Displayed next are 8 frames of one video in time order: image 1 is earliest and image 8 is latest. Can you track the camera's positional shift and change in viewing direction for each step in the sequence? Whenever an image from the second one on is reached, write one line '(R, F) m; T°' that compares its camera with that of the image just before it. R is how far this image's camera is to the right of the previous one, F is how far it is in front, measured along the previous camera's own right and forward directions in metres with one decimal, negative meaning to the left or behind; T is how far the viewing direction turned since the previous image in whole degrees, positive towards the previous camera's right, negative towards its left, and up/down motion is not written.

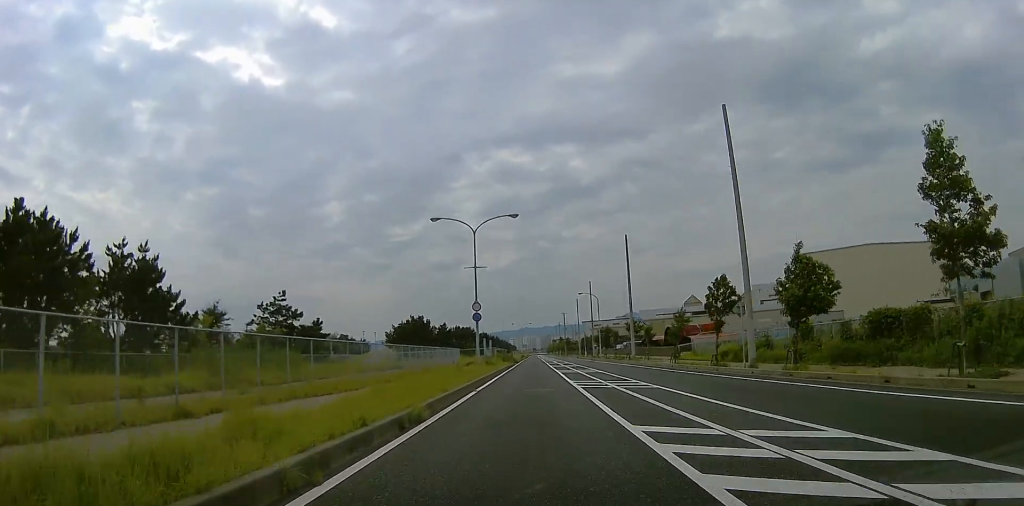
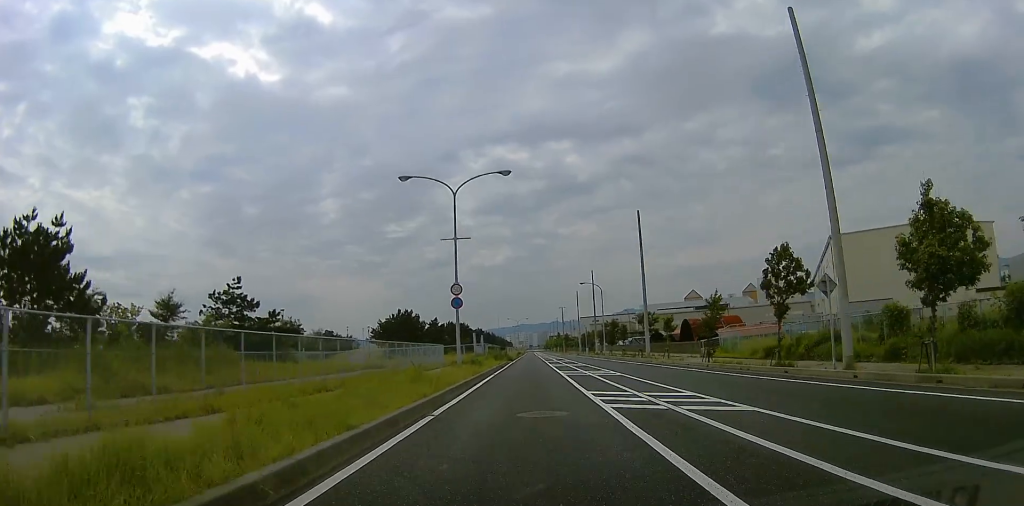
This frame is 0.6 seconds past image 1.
(+0.1, +8.7) m; -5°
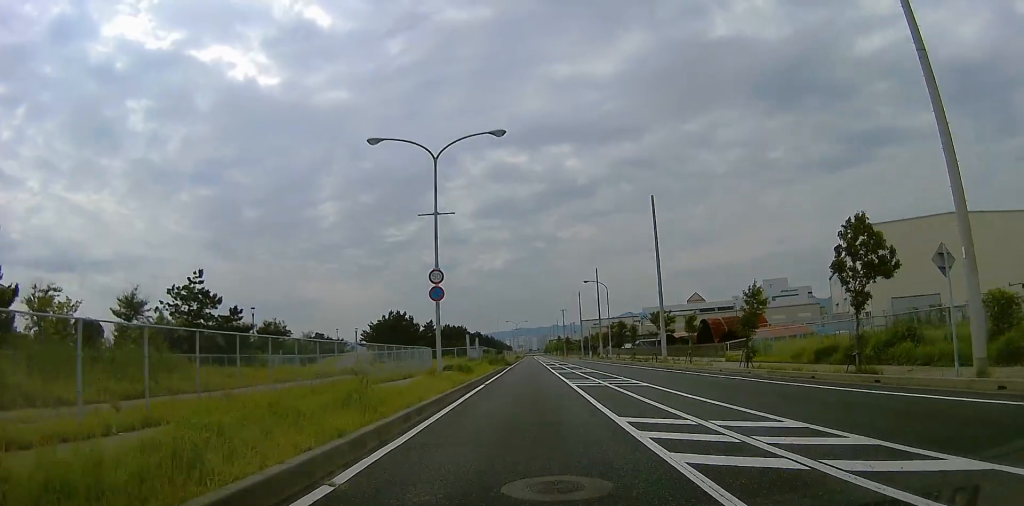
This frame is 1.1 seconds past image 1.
(+0.1, +6.1) m; -3°
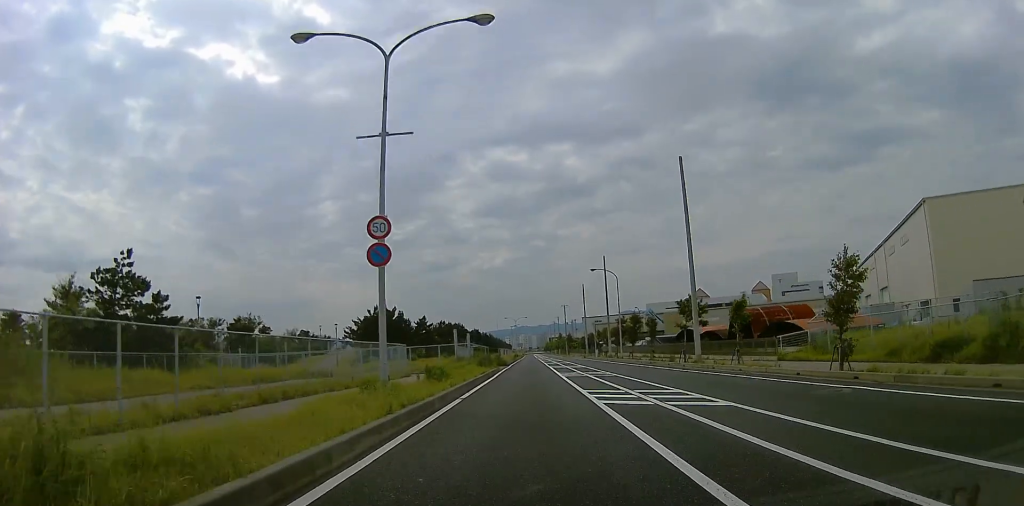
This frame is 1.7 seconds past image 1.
(-1.2, +8.7) m; 0°
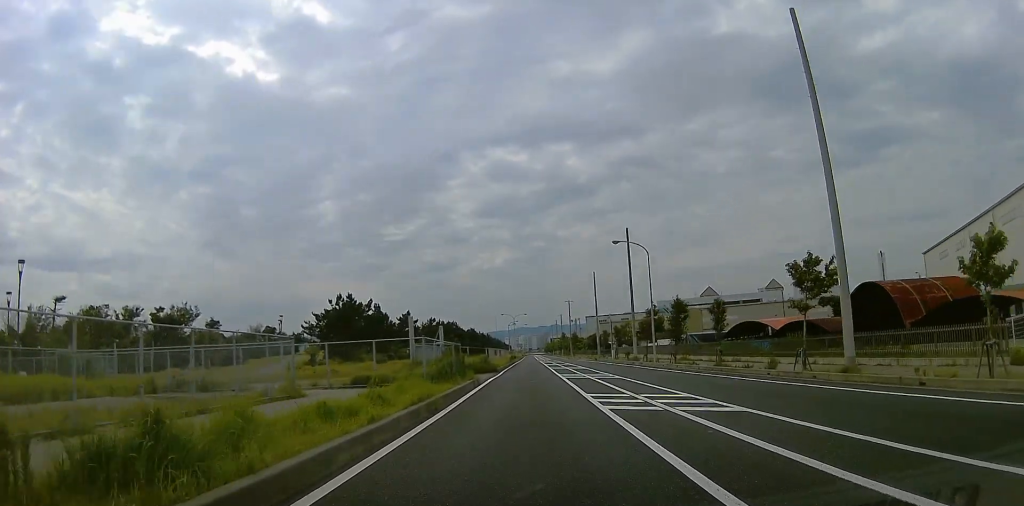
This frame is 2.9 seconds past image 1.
(+1.4, +17.0) m; +5°
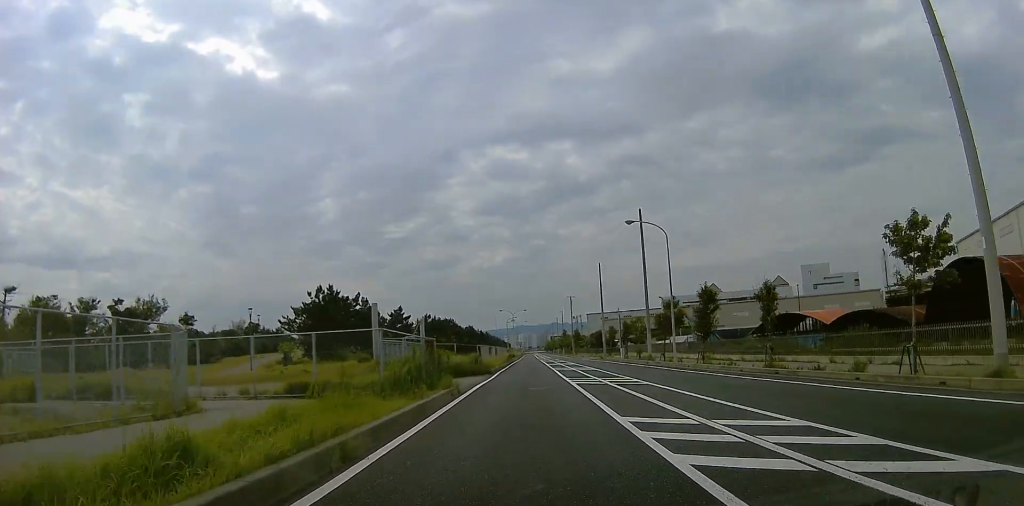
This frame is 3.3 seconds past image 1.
(-0.2, +6.9) m; 0°
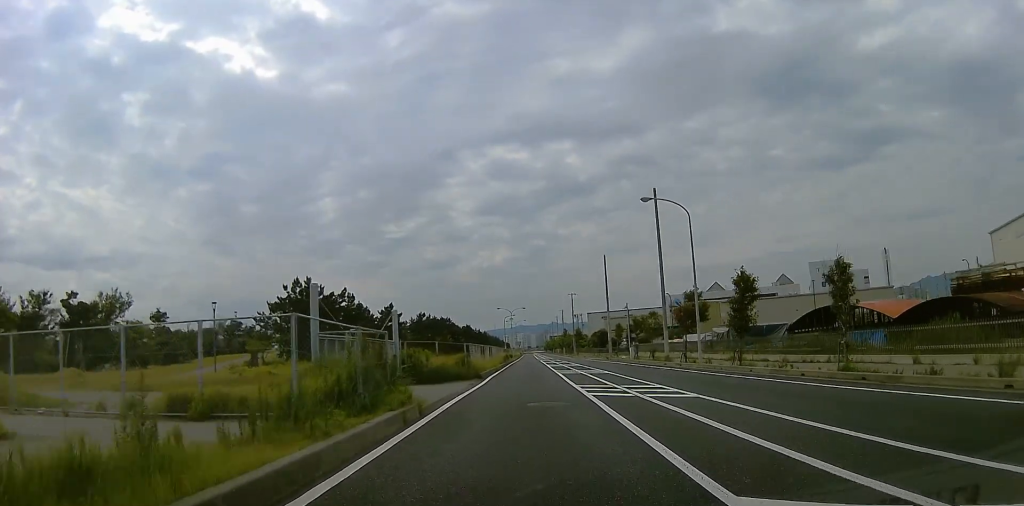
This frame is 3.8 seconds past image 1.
(-0.3, +6.4) m; 0°
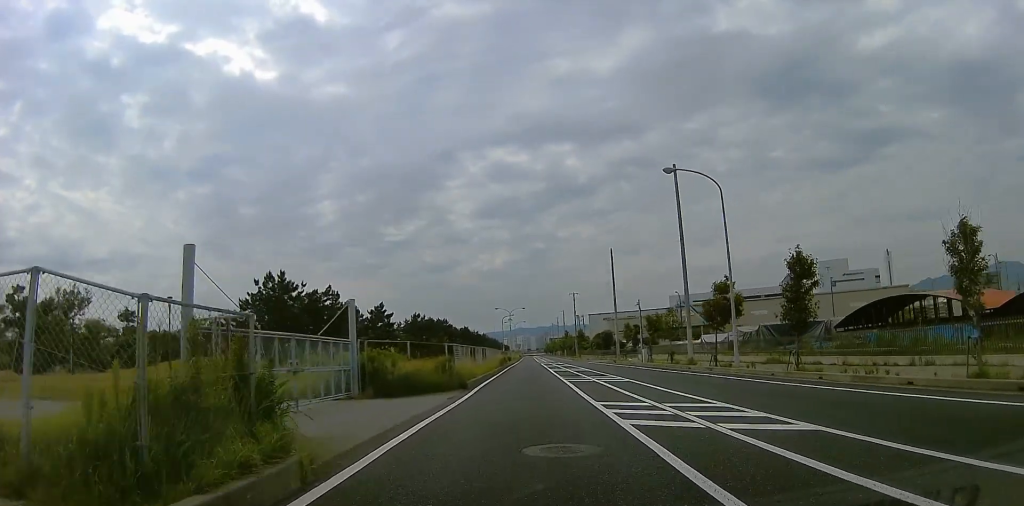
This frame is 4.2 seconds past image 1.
(+0.1, +6.4) m; 0°
